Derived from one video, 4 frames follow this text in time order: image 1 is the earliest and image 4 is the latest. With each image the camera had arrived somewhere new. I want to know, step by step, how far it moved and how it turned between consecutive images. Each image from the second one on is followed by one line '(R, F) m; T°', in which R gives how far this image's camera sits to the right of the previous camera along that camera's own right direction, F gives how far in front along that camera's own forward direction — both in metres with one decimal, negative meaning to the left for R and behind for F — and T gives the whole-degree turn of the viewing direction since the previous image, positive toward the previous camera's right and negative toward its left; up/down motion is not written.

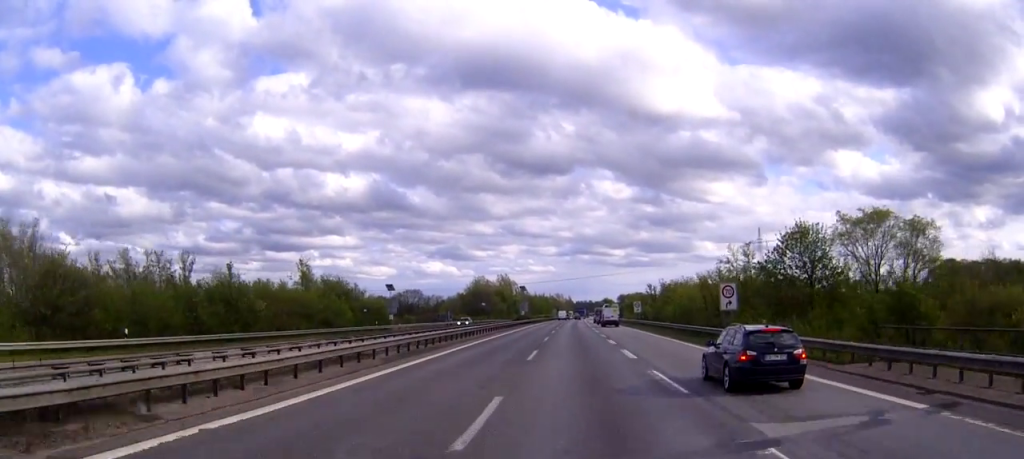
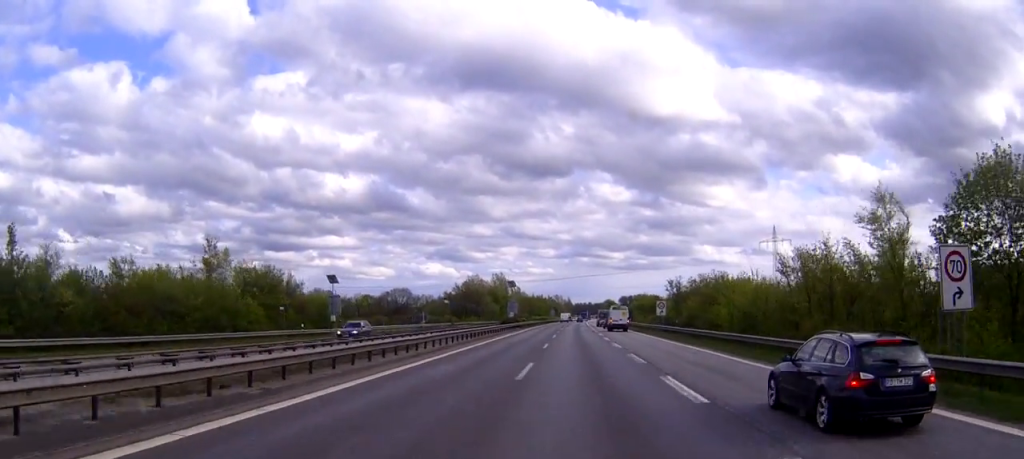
(0.0, +25.2) m; 0°
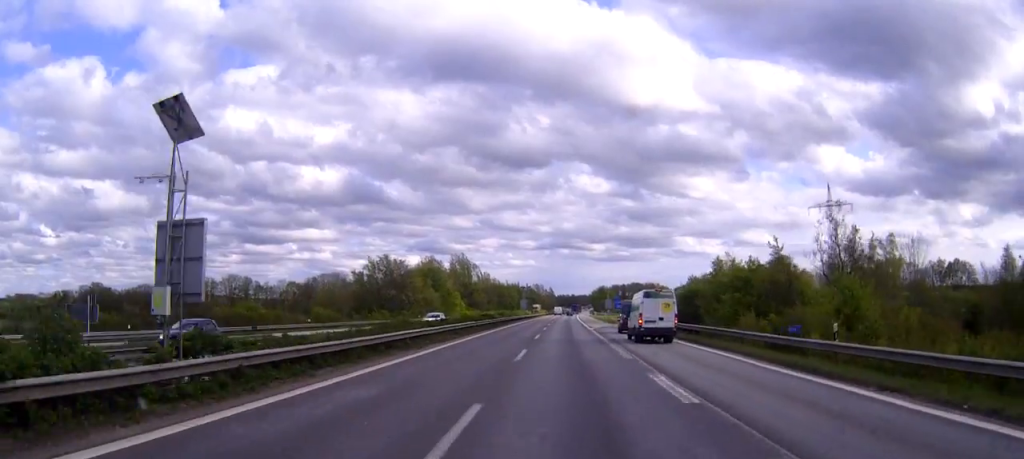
(+0.6, +84.6) m; +1°
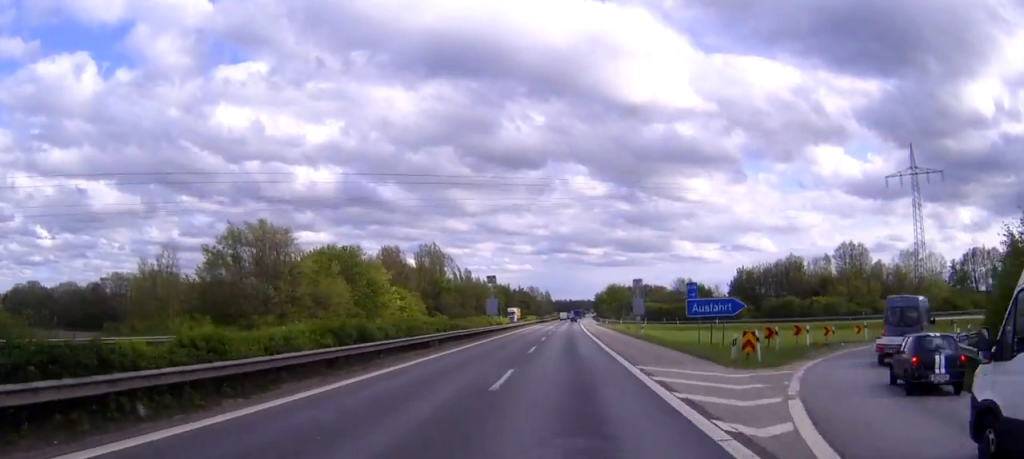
(+0.2, +61.6) m; 0°
